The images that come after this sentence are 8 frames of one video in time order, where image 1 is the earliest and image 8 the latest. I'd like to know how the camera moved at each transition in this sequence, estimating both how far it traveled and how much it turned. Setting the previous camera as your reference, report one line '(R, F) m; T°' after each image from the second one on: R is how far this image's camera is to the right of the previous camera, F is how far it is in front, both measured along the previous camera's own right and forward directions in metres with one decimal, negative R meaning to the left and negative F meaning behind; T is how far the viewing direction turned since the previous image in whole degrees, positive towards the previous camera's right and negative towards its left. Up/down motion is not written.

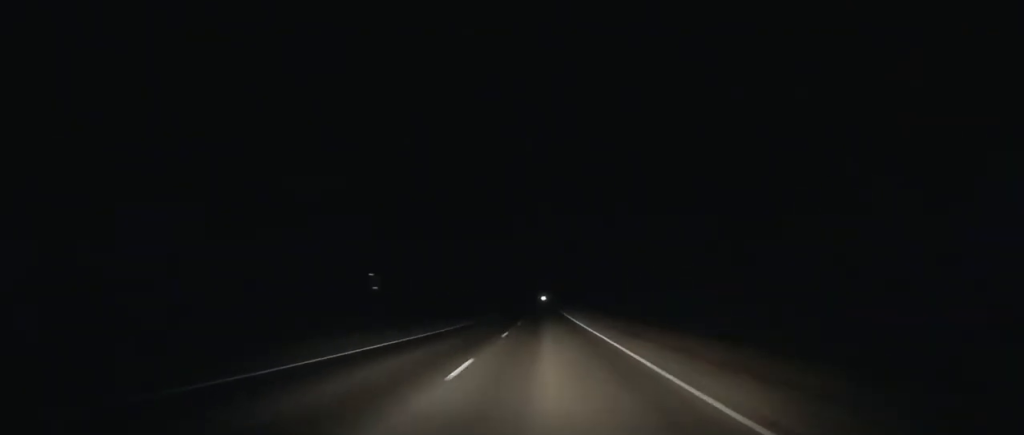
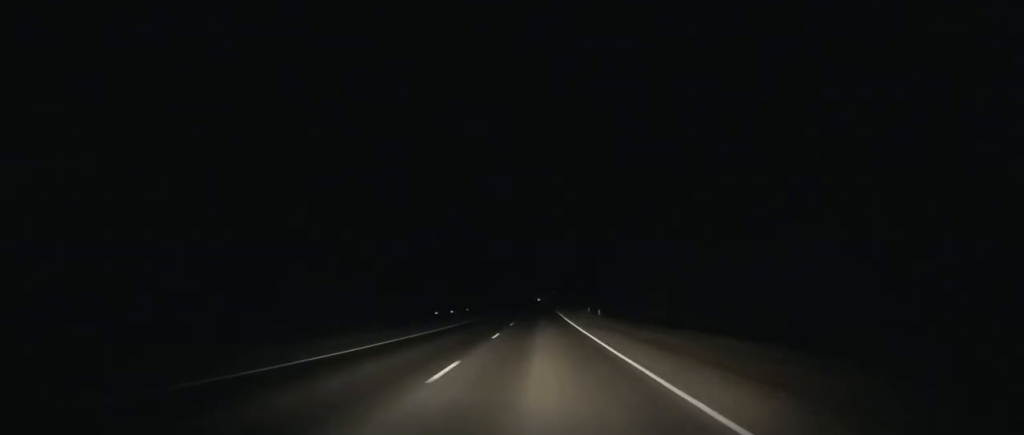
(+0.1, +49.4) m; 0°
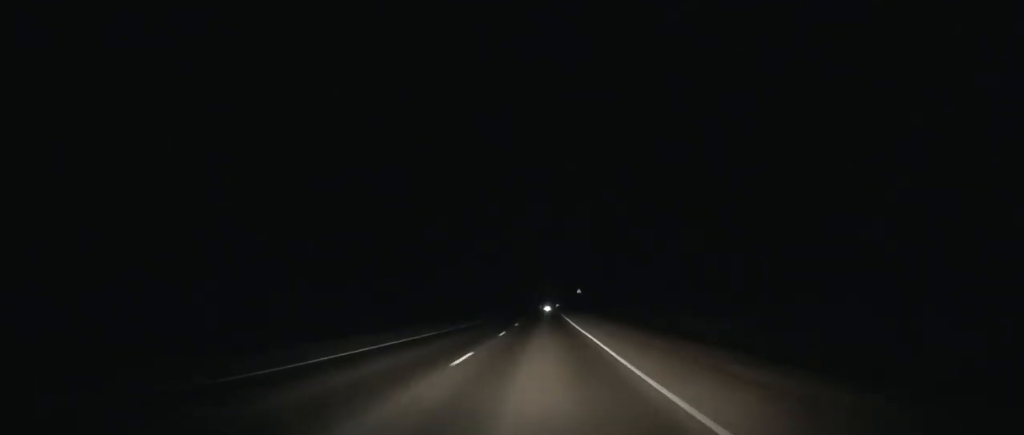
(-0.7, +128.9) m; 0°
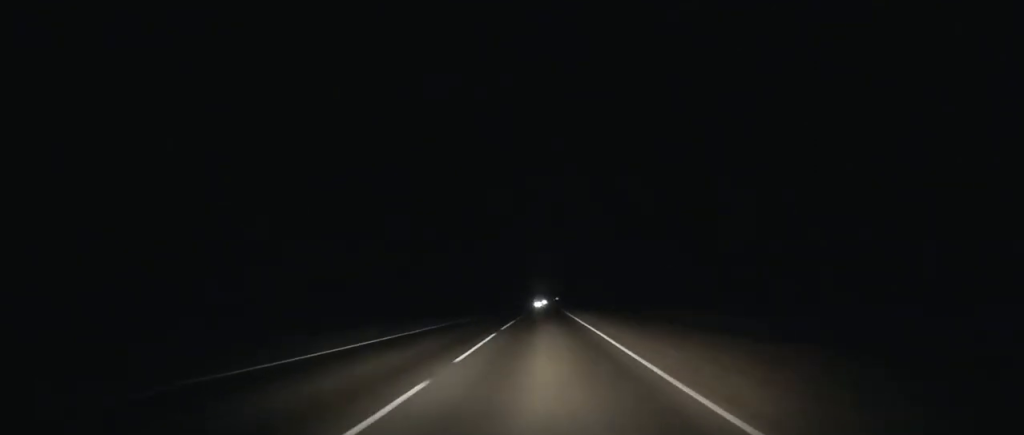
(0.0, +102.2) m; 0°
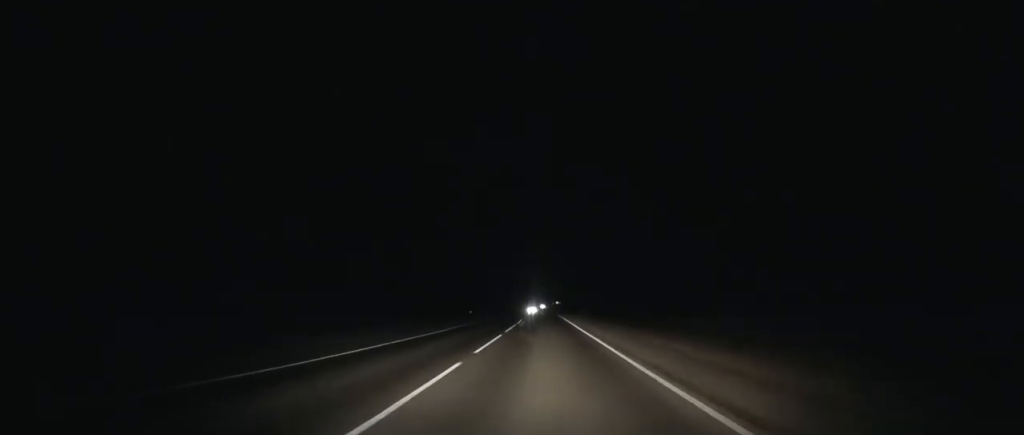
(0.0, +44.0) m; 0°
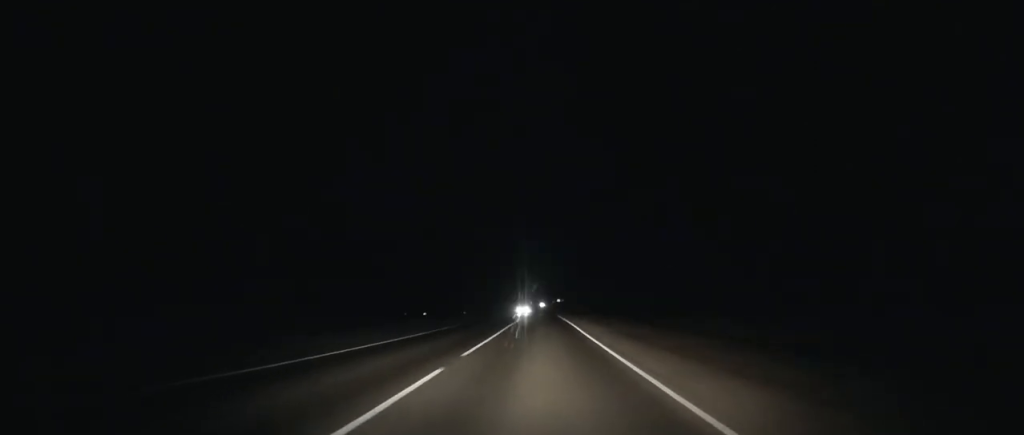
(0.0, +36.0) m; 0°
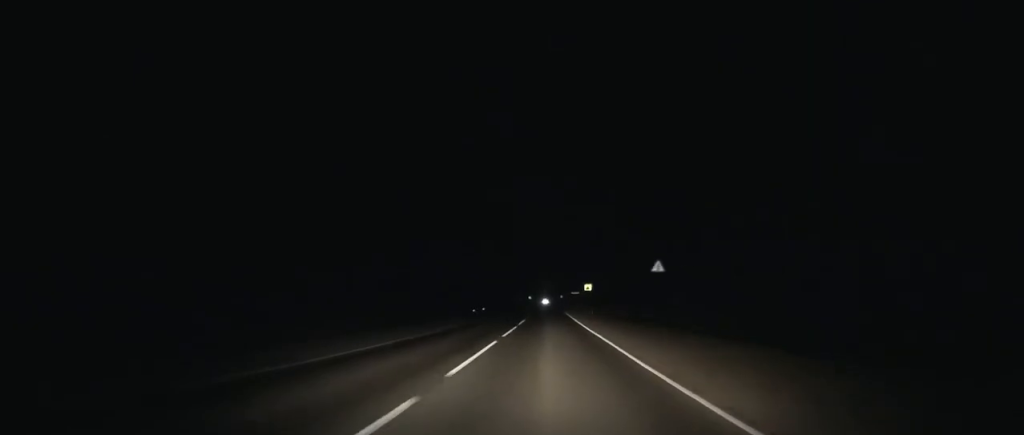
(+0.6, +163.6) m; 0°
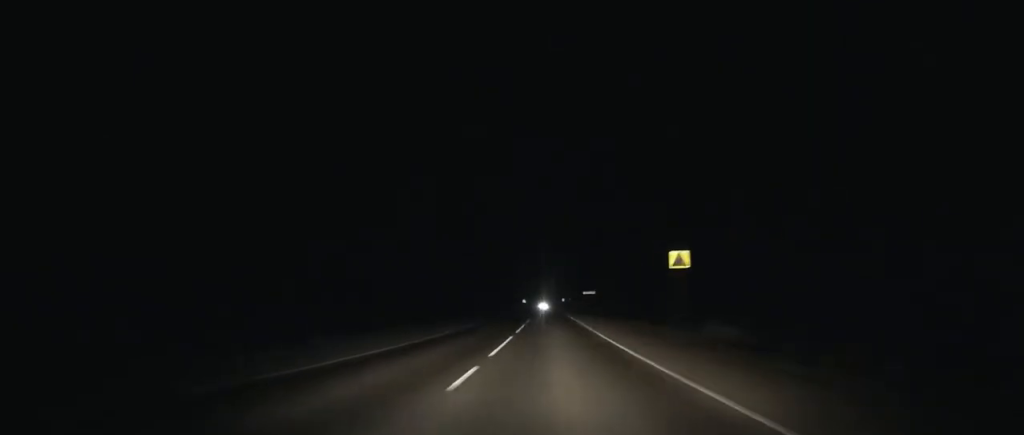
(+0.1, +67.4) m; 0°
